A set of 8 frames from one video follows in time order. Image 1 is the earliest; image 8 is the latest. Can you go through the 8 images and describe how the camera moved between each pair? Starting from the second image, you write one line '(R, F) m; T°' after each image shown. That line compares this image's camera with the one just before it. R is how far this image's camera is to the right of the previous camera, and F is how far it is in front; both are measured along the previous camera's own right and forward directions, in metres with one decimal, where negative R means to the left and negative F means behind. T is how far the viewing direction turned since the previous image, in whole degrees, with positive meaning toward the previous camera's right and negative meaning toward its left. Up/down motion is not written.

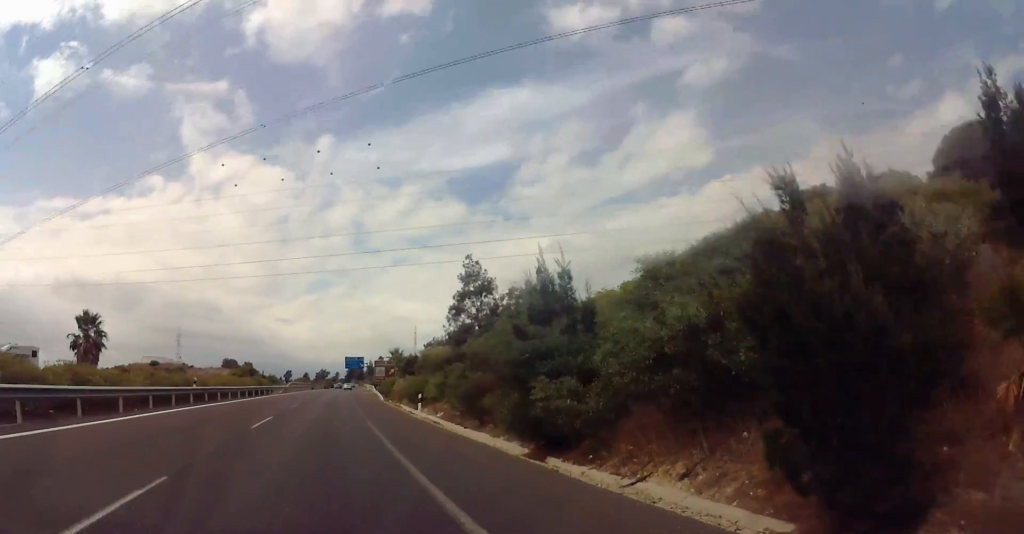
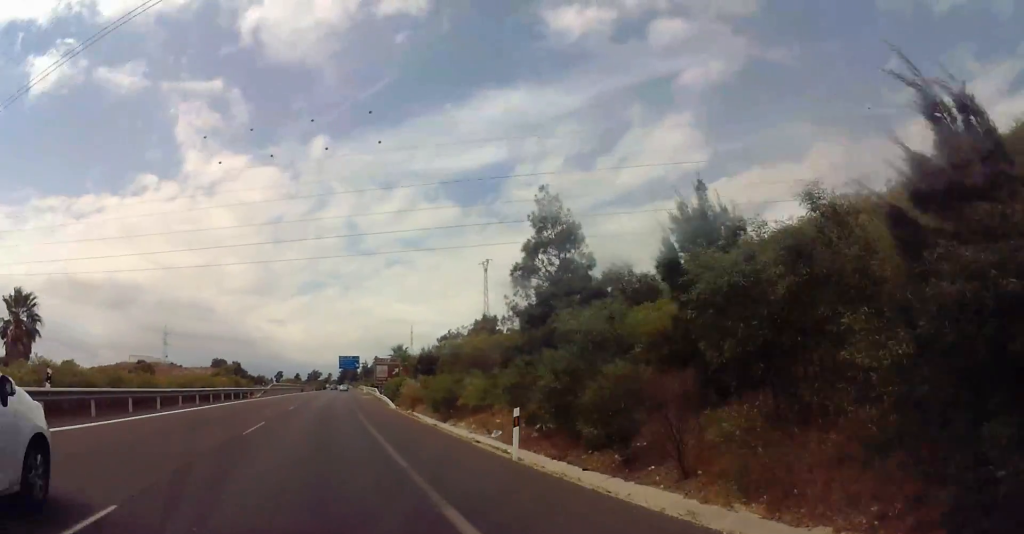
(-0.4, +17.9) m; 0°
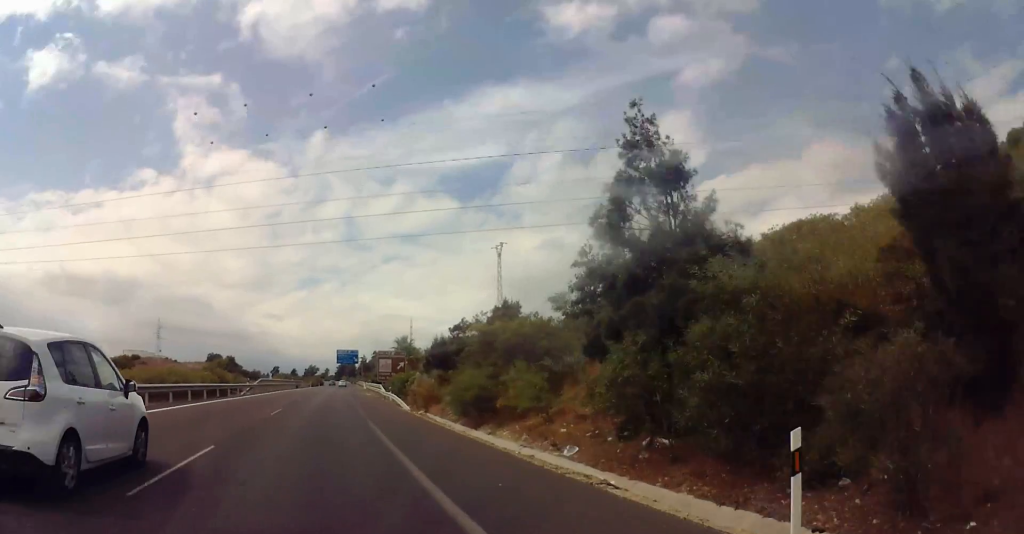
(-0.2, +10.9) m; 0°
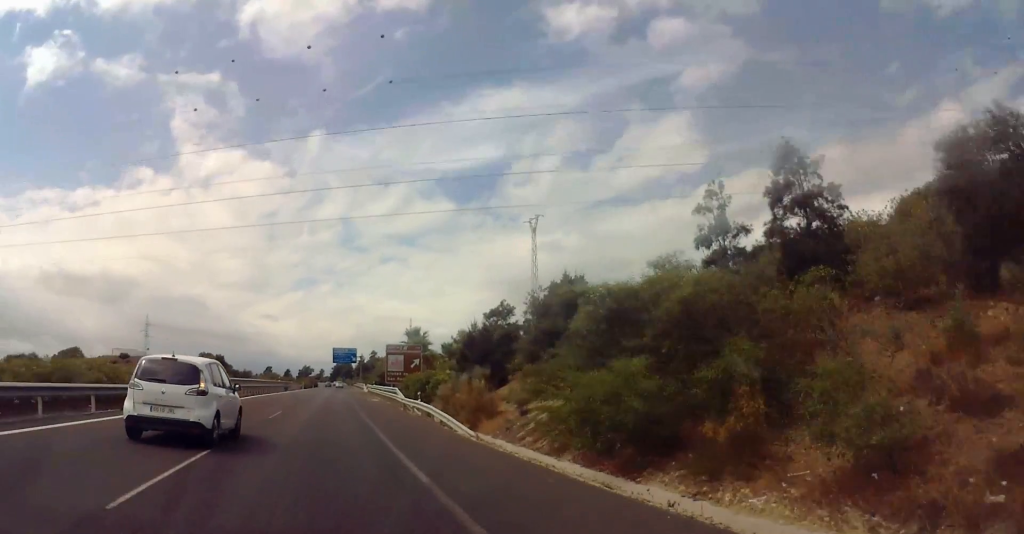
(+0.3, +17.9) m; 0°
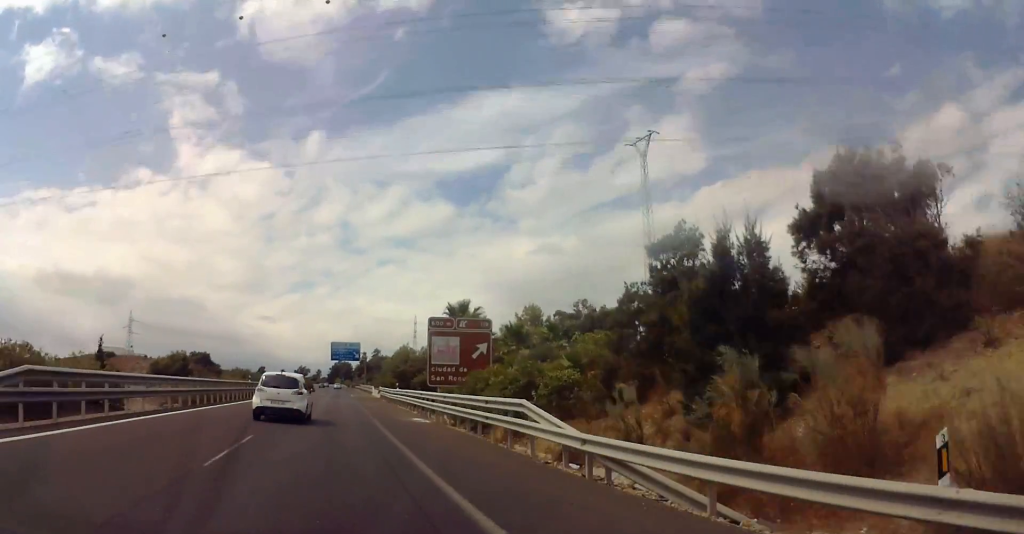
(-0.3, +28.8) m; 0°
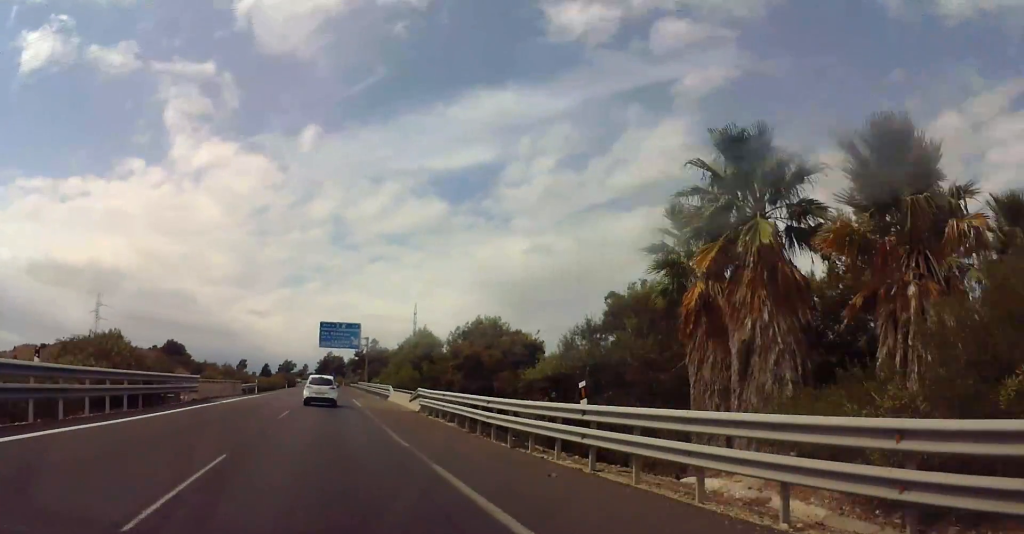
(+0.6, +40.1) m; +1°
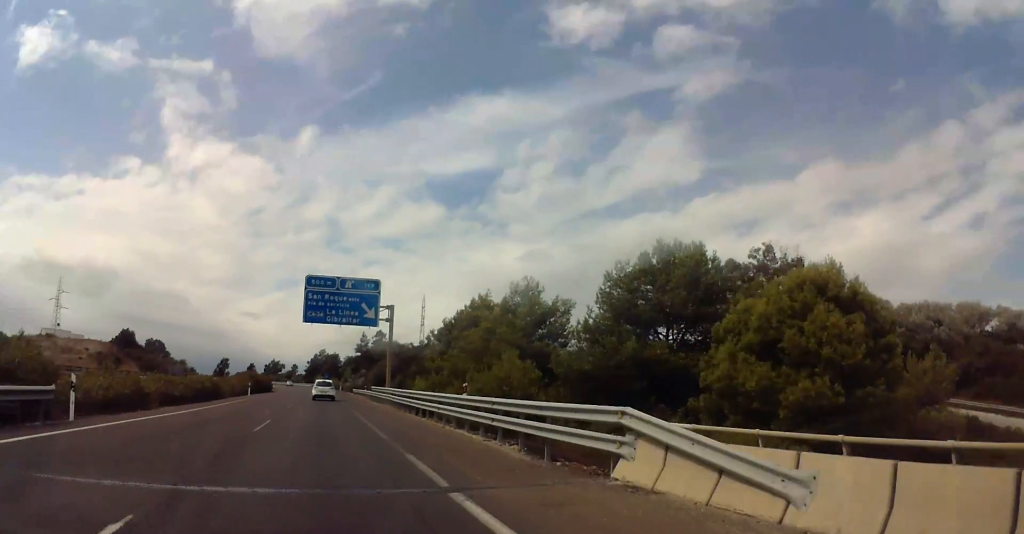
(-0.1, +44.2) m; 0°
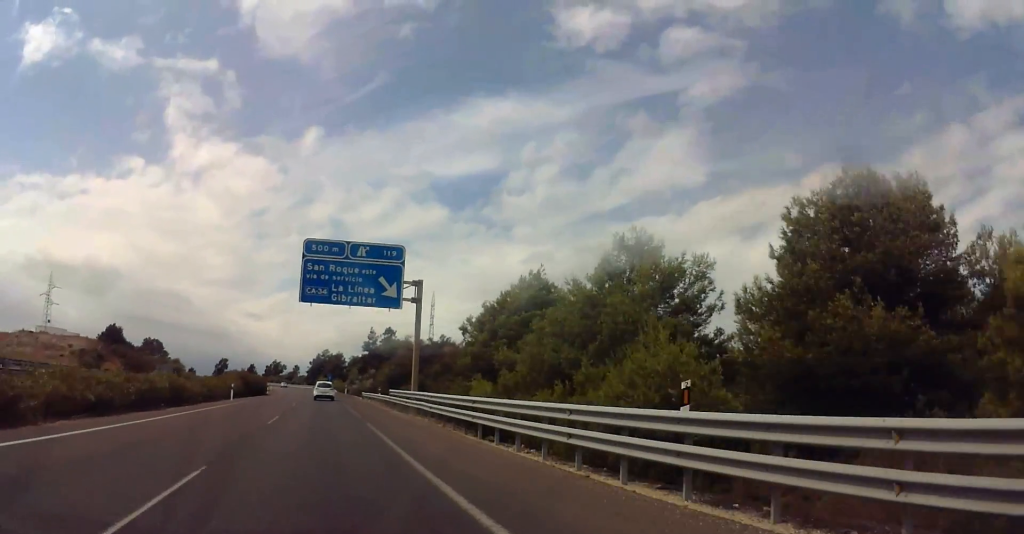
(0.0, +14.2) m; 0°
